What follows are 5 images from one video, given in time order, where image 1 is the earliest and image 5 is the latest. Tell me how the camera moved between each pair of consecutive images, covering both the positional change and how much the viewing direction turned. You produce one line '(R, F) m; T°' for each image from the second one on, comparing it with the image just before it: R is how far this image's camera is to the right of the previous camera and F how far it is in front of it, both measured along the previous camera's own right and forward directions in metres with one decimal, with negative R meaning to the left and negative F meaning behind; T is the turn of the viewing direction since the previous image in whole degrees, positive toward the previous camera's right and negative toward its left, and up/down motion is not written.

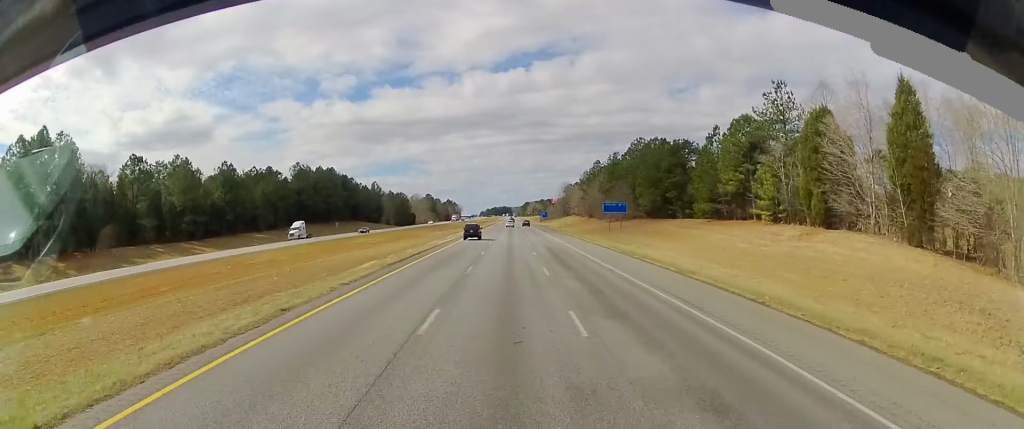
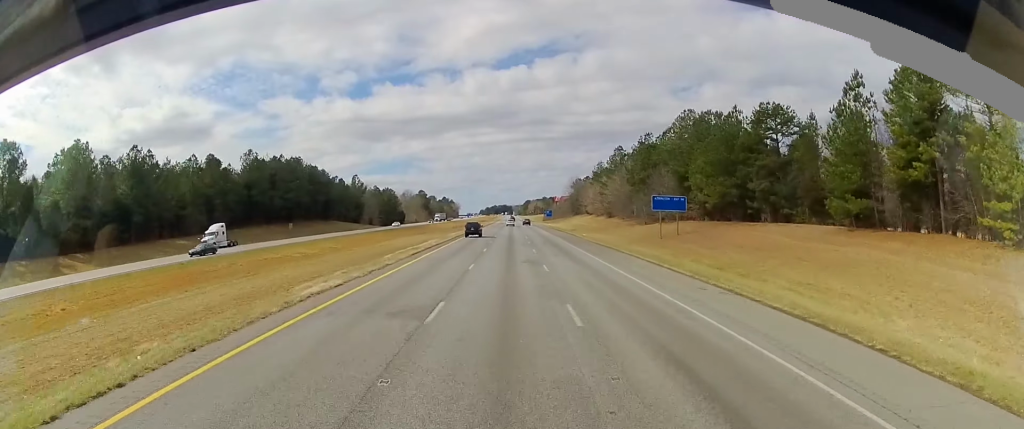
(-0.2, +35.0) m; 0°
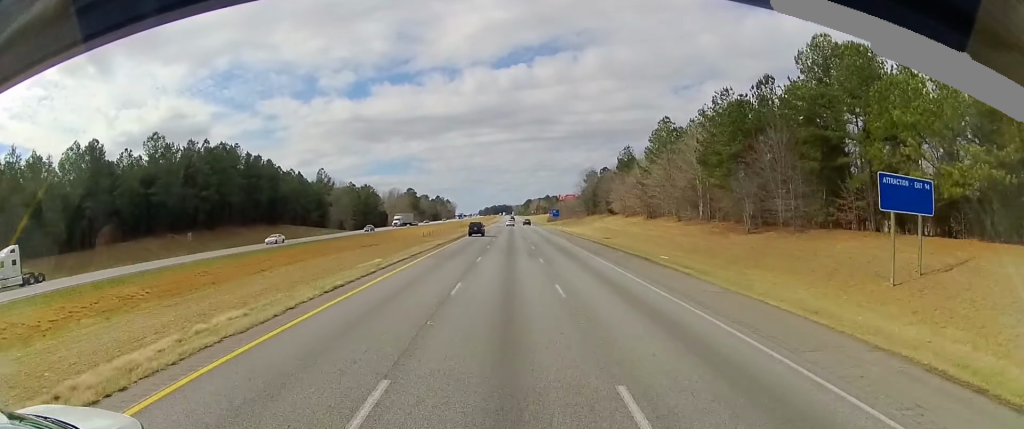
(0.0, +43.5) m; 0°
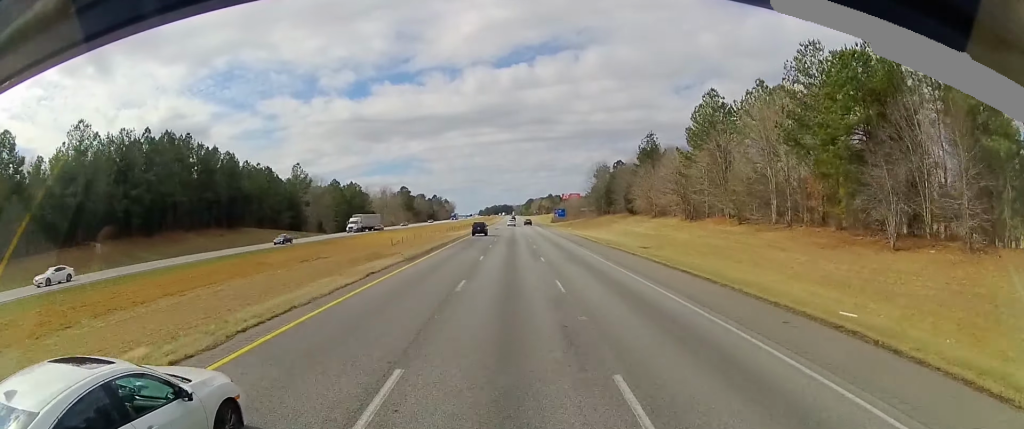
(0.0, +23.4) m; 0°
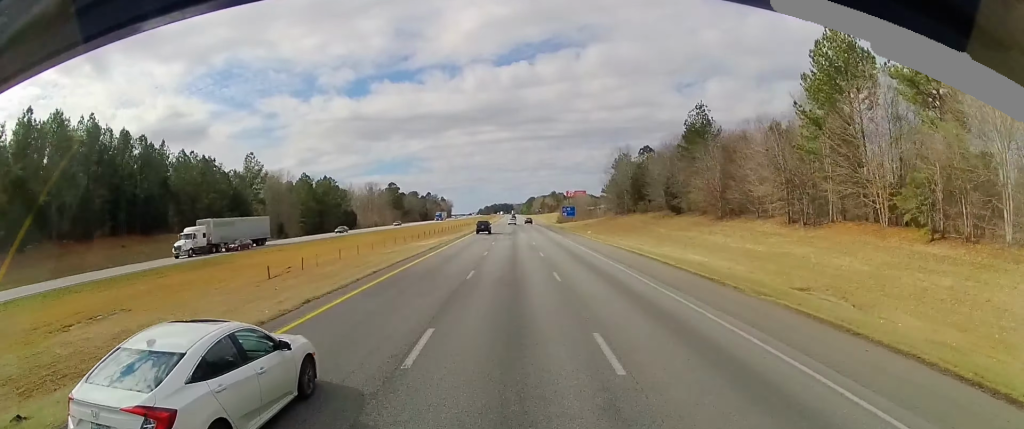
(0.0, +33.1) m; 0°
